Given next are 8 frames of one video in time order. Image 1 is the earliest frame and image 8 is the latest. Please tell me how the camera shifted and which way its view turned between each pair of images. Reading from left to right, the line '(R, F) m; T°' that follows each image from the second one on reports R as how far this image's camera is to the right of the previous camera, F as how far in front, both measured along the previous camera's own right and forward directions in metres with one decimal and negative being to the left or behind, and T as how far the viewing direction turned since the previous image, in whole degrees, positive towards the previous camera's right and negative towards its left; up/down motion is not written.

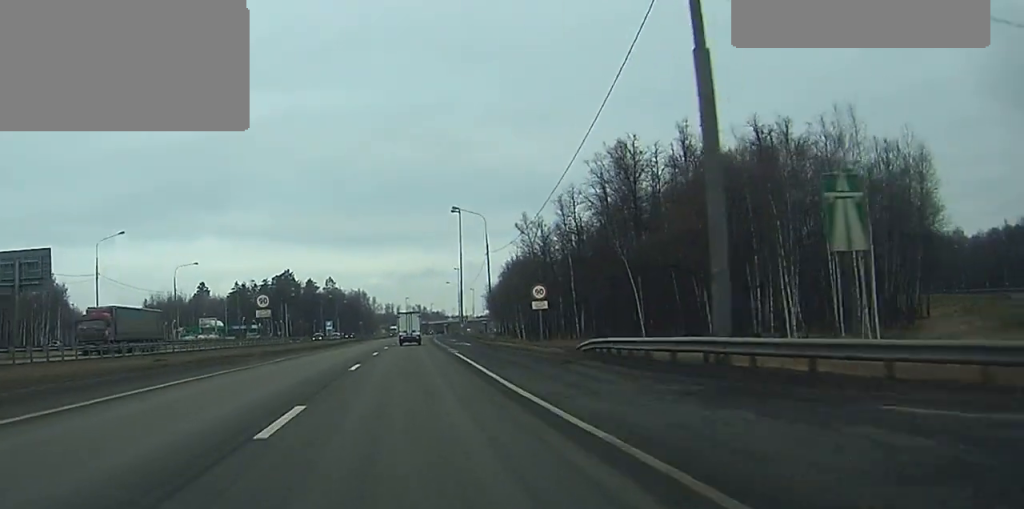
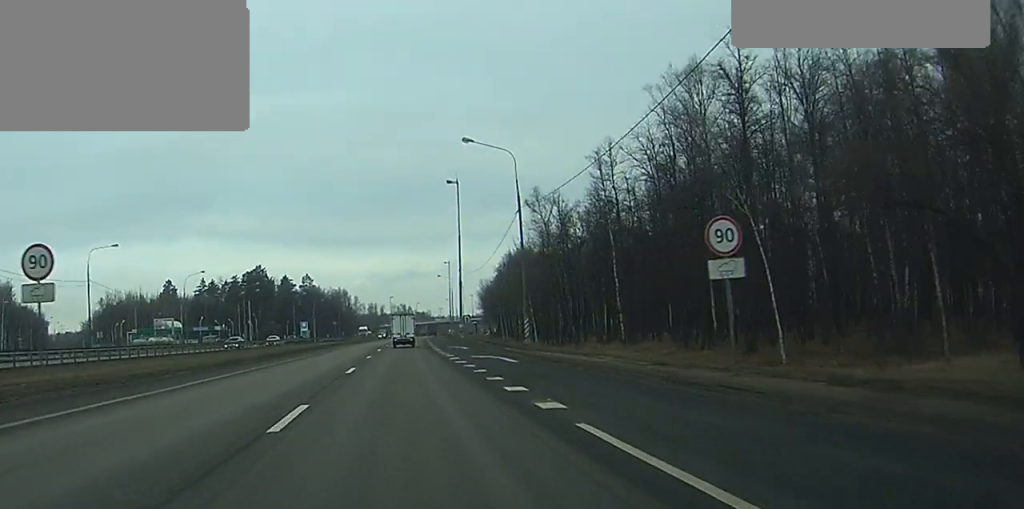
(+0.2, +31.3) m; 0°
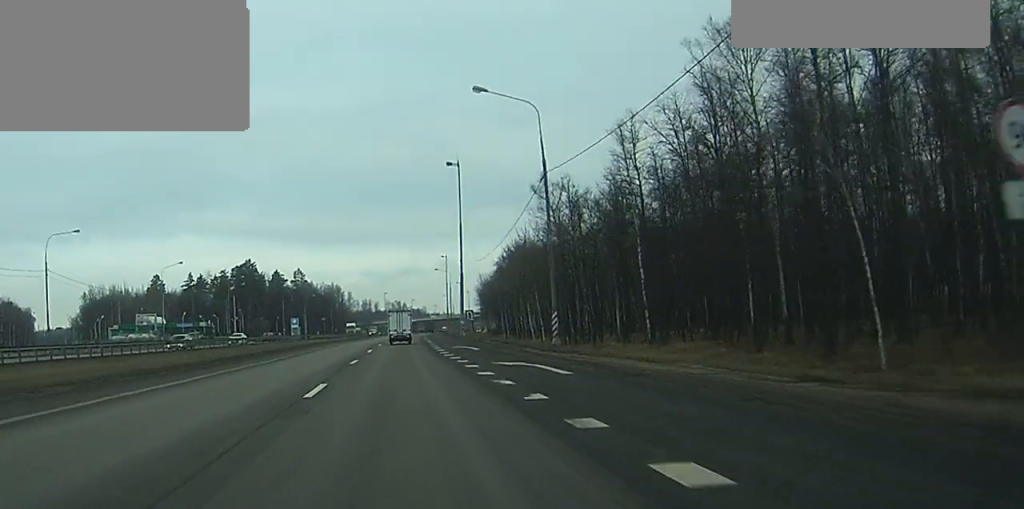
(+0.2, +11.0) m; 0°
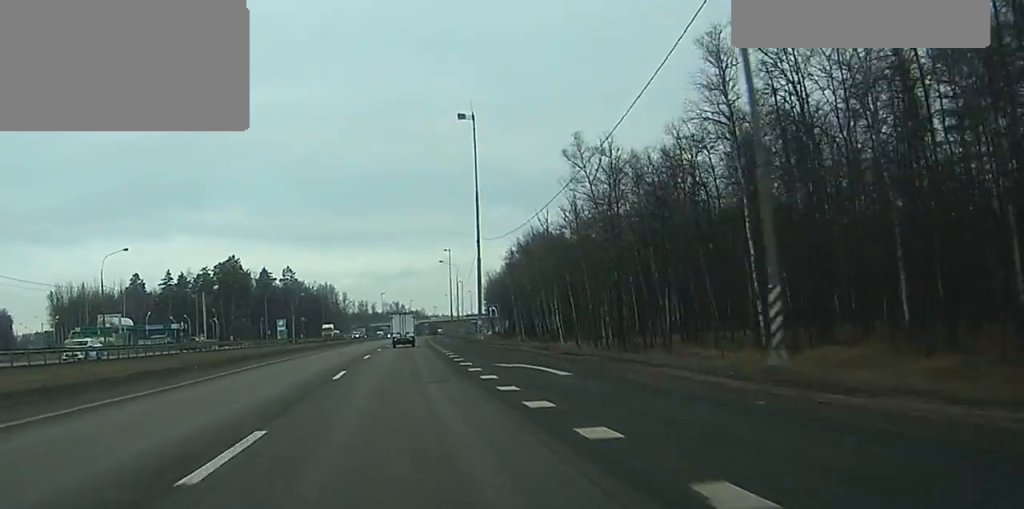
(-0.5, +25.2) m; +2°
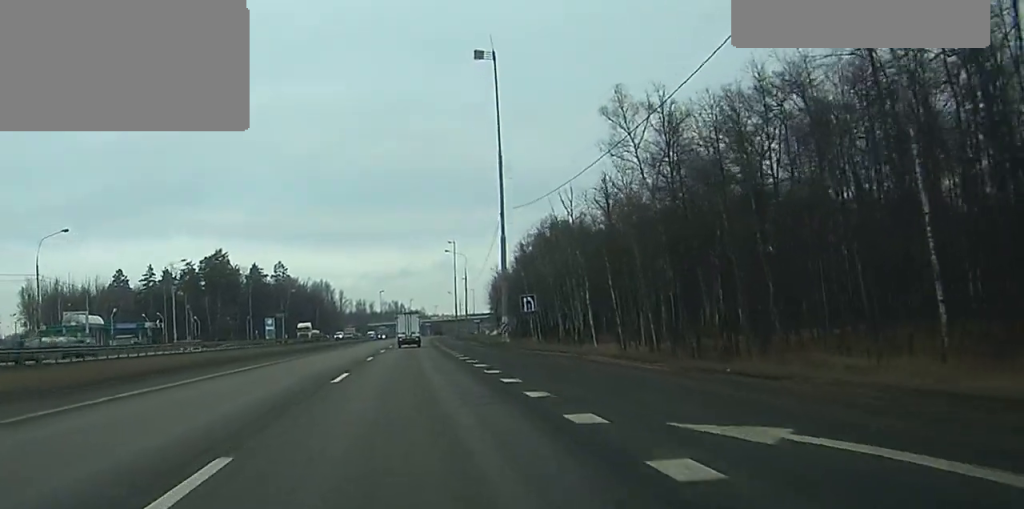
(+0.9, +19.0) m; +2°
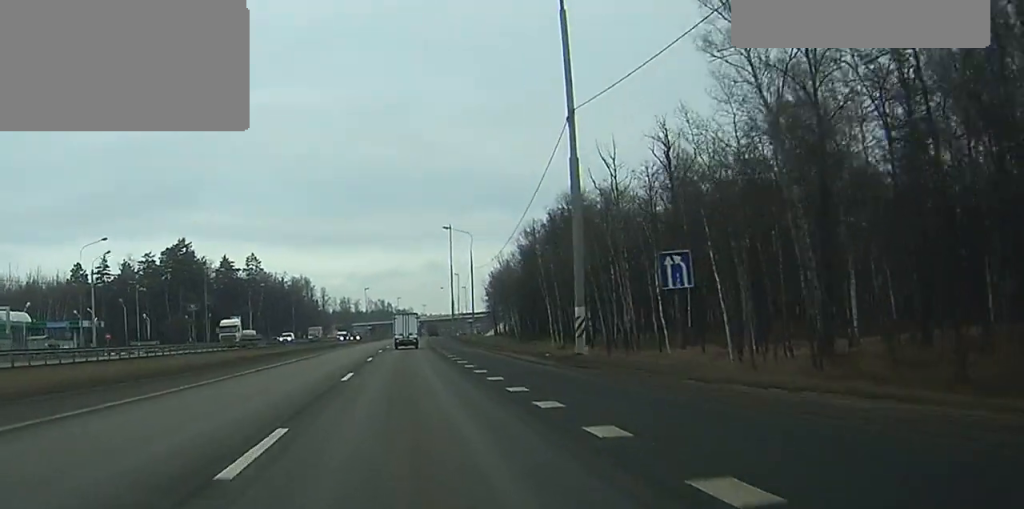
(-0.1, +28.8) m; -1°
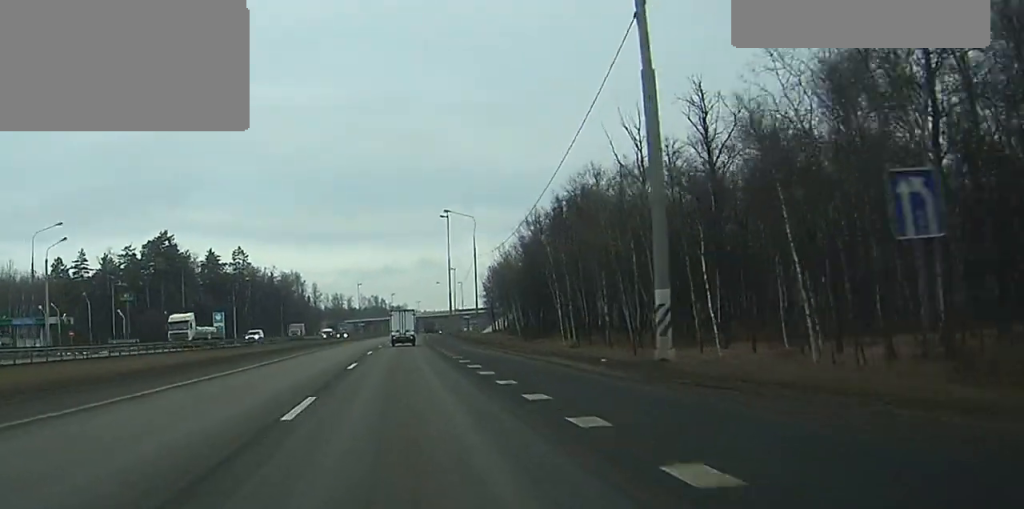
(0.0, +11.3) m; 0°
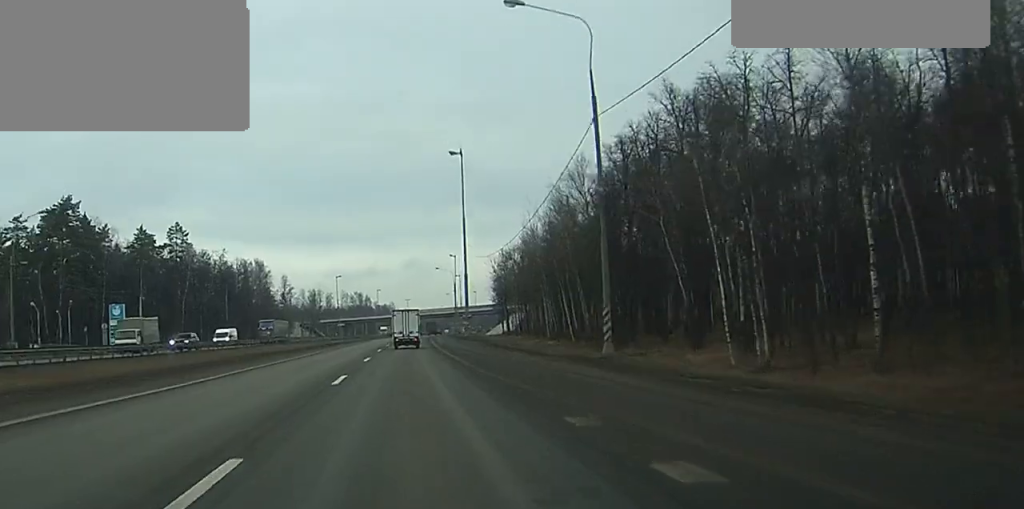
(+0.7, +55.0) m; +1°
